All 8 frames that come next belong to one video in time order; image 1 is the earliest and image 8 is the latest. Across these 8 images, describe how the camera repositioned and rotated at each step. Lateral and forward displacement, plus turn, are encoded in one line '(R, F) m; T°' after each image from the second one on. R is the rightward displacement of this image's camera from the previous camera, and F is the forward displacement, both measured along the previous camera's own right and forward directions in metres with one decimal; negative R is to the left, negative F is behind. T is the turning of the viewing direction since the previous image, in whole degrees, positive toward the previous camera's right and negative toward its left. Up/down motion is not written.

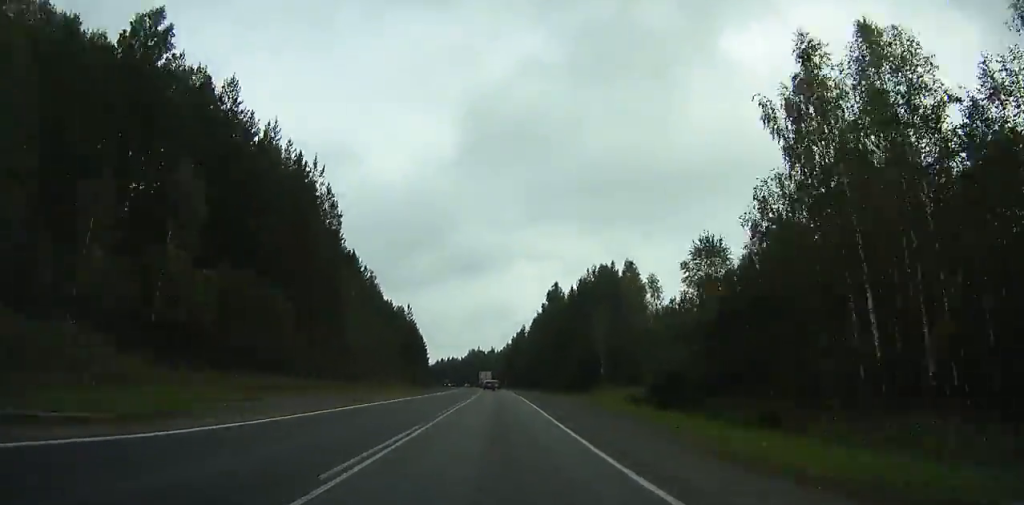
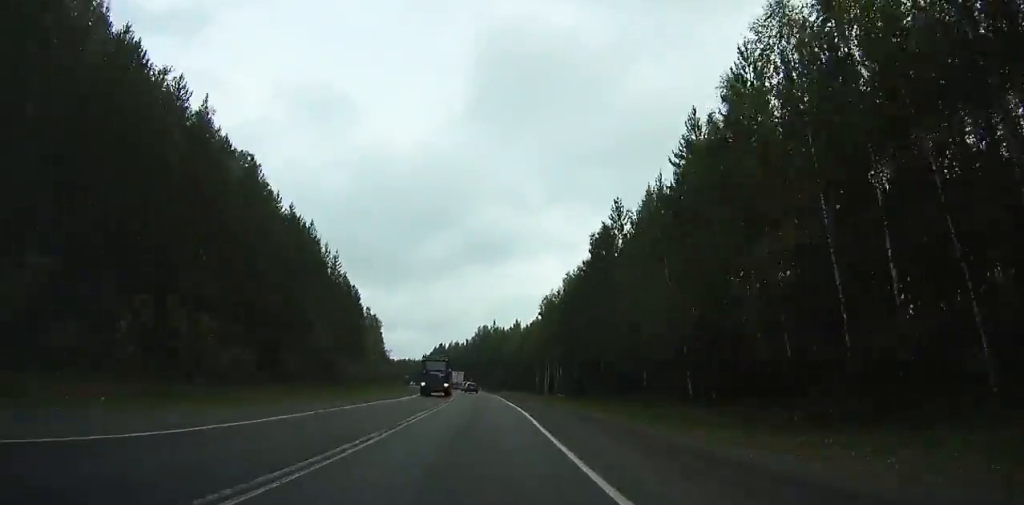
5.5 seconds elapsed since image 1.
(-1.0, +119.1) m; -2°
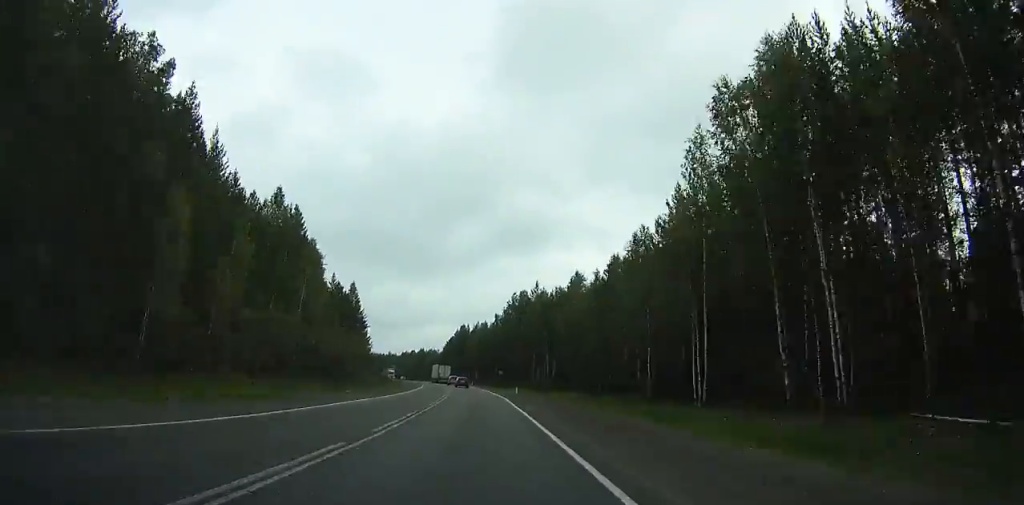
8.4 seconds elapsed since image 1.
(-1.4, +61.5) m; -3°
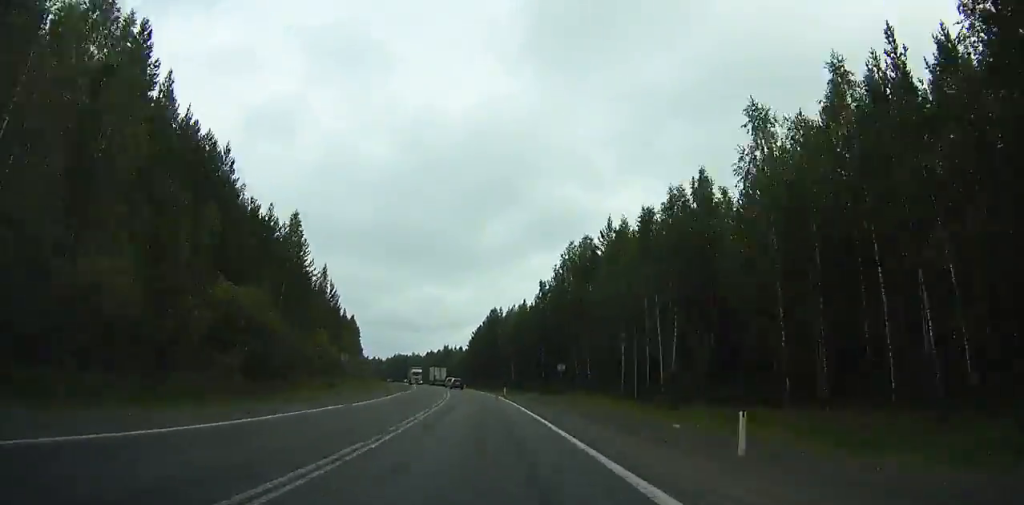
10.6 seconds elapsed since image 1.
(-0.5, +46.0) m; -3°
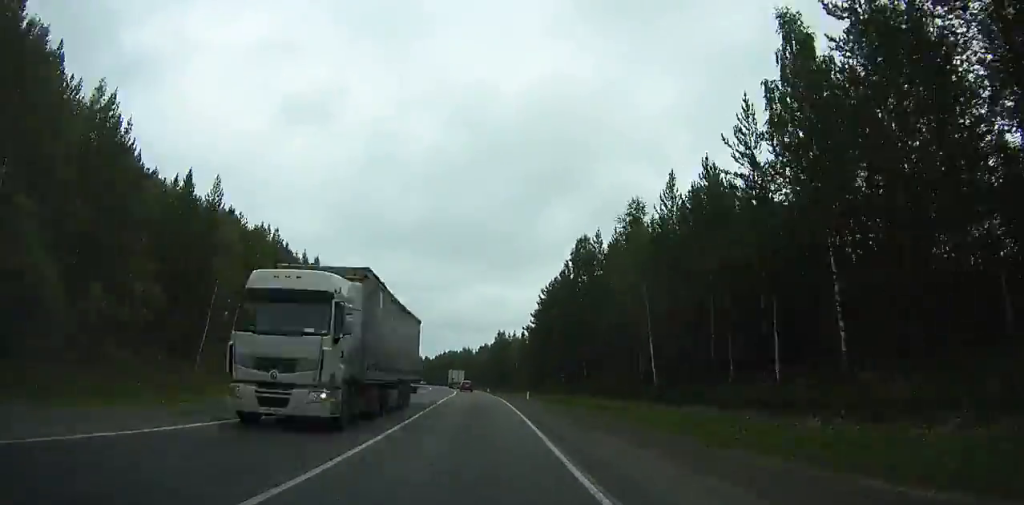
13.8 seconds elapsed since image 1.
(-3.0, +65.6) m; -6°
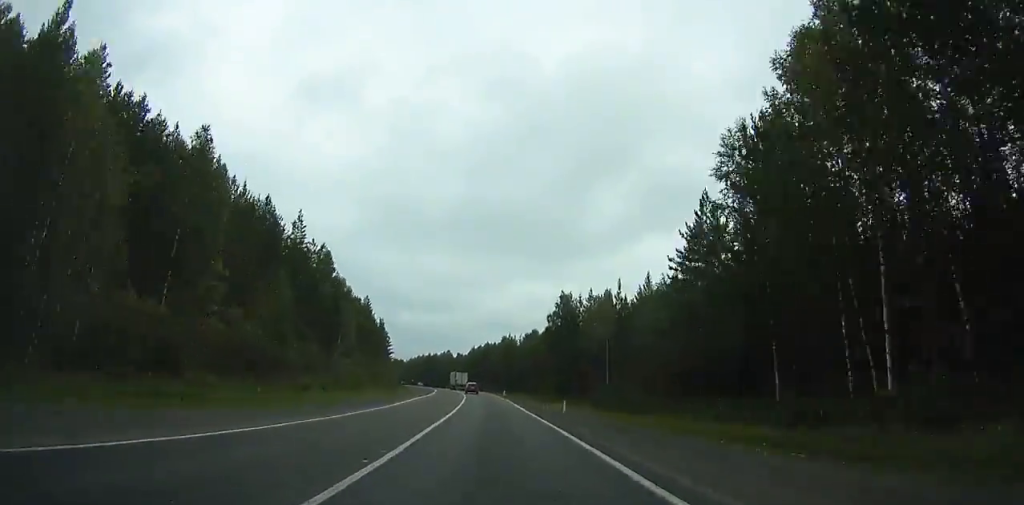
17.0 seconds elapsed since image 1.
(-4.0, +64.7) m; -5°
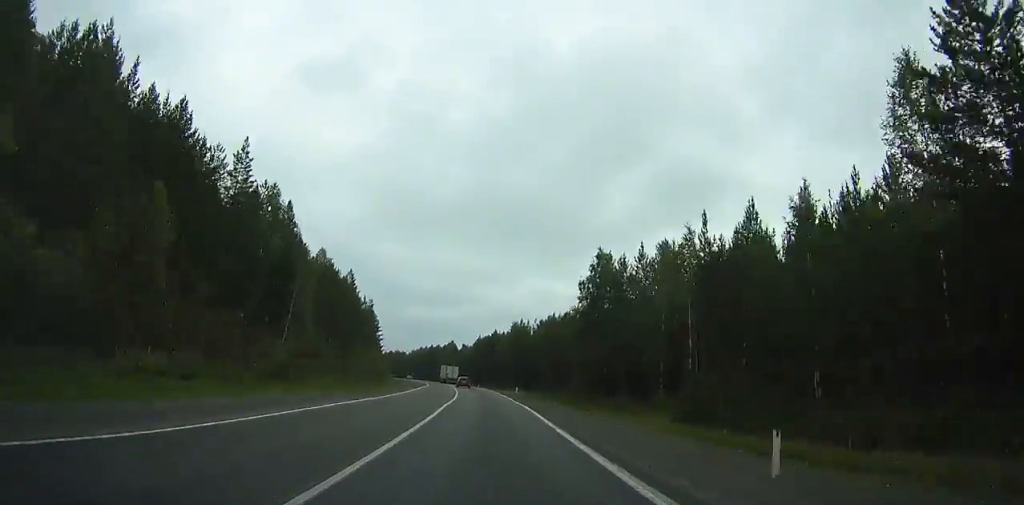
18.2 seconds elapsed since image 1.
(-0.4, +24.3) m; -1°
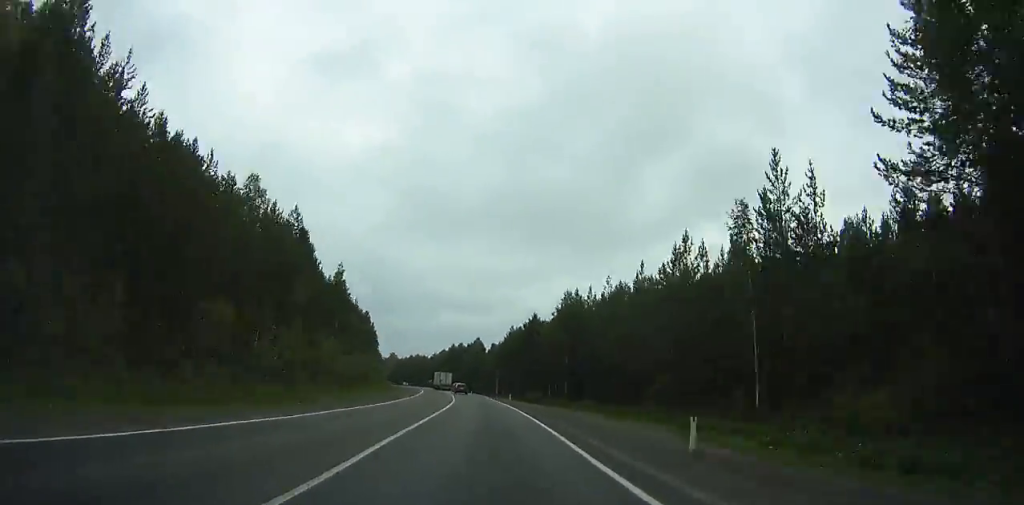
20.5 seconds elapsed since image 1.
(-0.9, +46.8) m; -3°
